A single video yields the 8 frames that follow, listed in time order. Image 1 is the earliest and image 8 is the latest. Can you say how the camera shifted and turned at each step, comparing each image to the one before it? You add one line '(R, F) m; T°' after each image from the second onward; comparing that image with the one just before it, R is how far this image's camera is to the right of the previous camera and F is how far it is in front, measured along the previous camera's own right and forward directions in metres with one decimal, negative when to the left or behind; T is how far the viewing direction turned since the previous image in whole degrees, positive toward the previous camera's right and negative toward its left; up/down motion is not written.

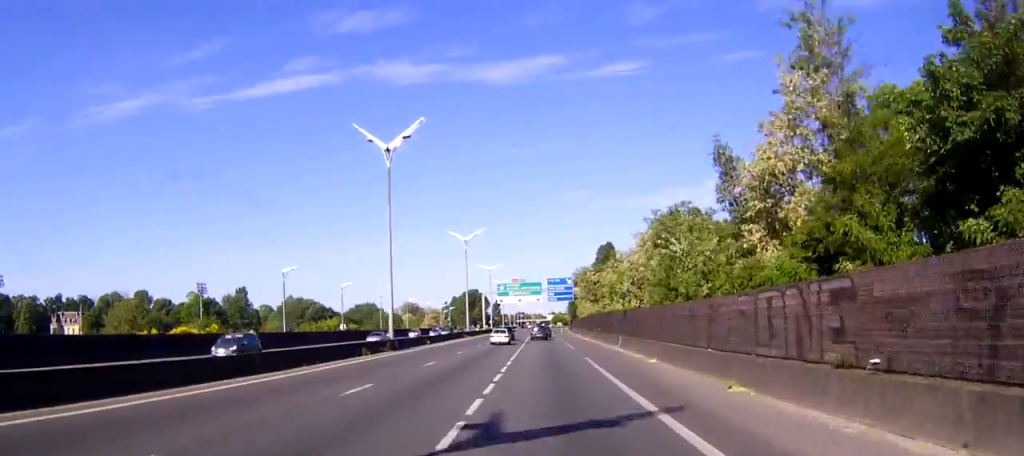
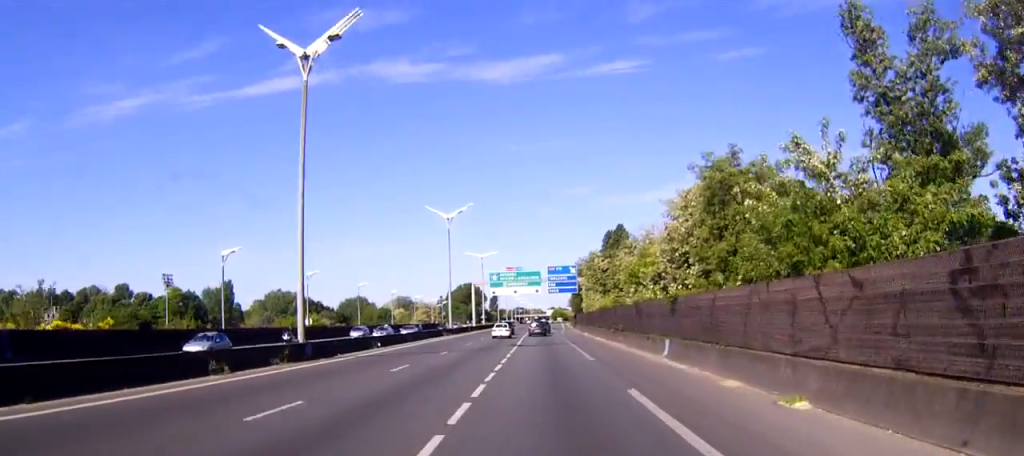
(0.0, +19.4) m; 0°
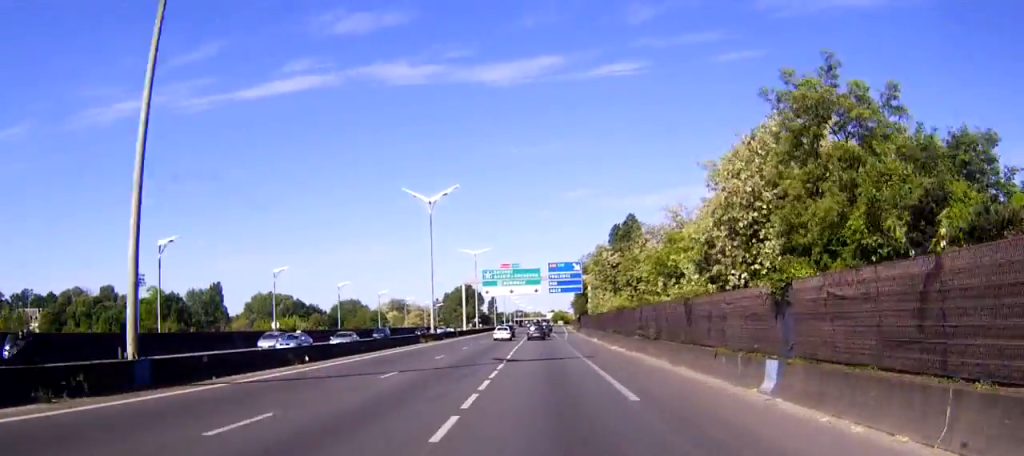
(0.0, +14.3) m; 0°
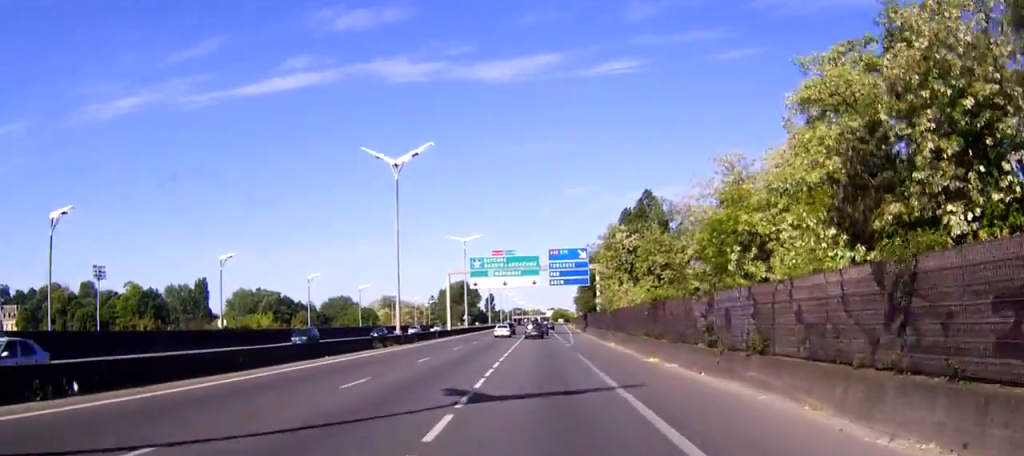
(0.0, +17.1) m; 0°
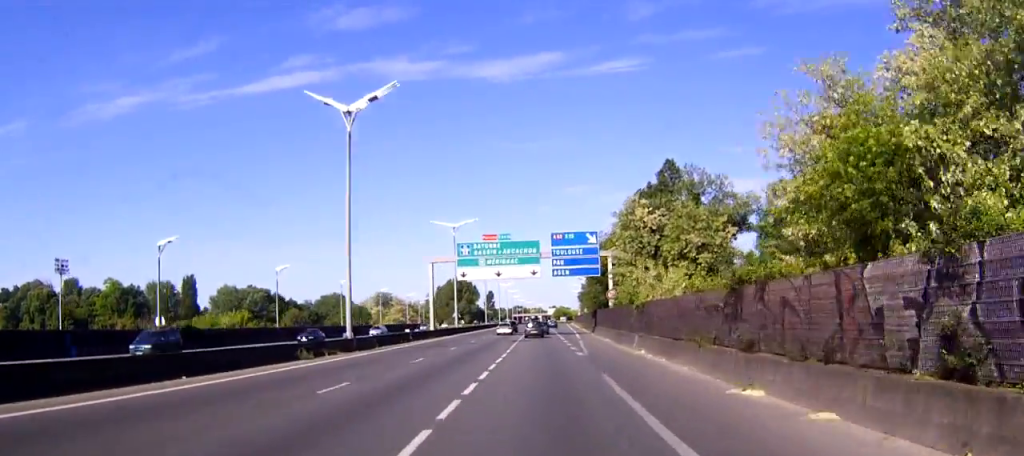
(0.0, +14.9) m; 0°
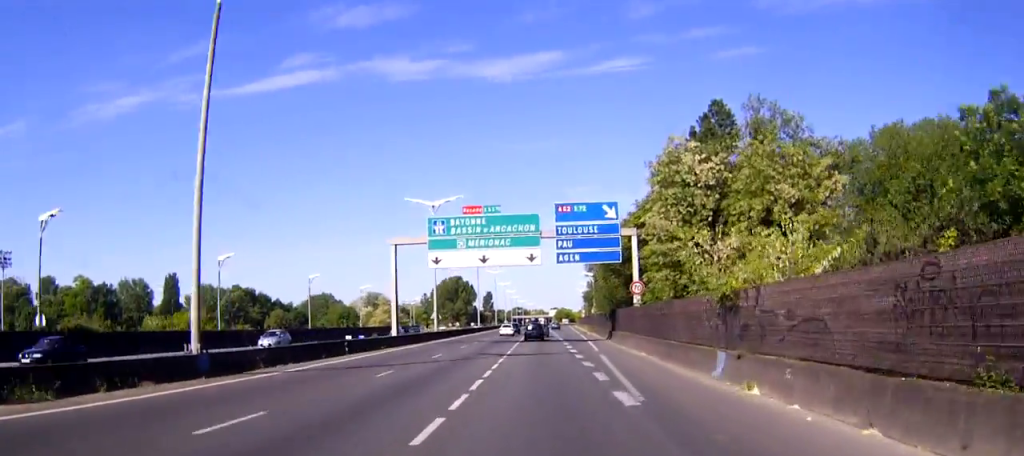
(0.0, +19.6) m; 0°
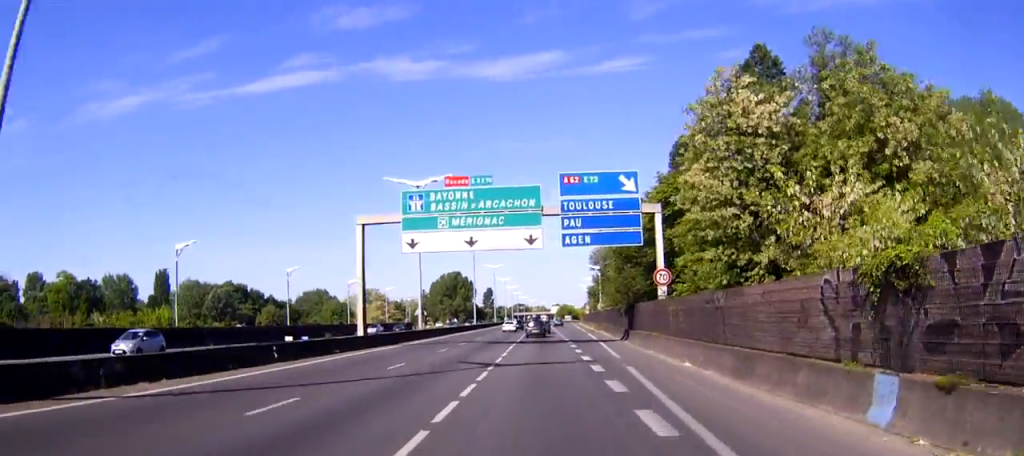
(0.0, +11.0) m; 0°
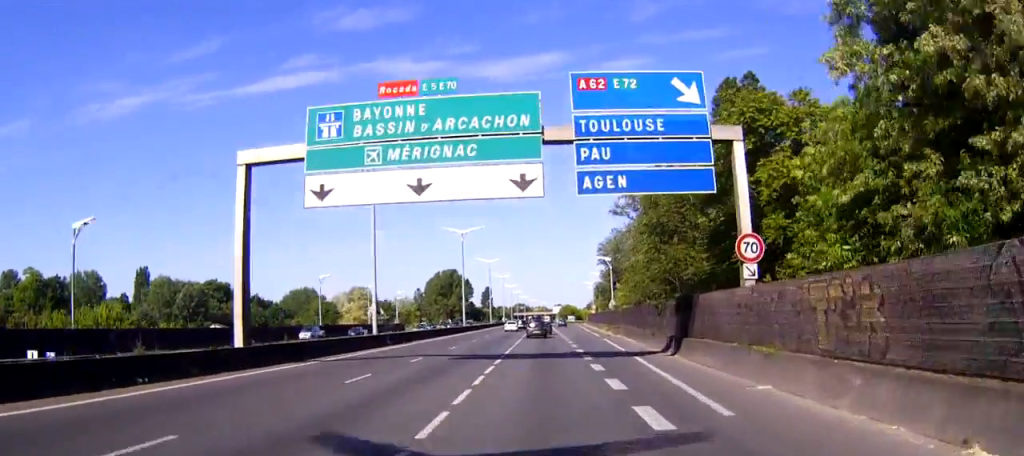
(0.0, +18.9) m; 0°
